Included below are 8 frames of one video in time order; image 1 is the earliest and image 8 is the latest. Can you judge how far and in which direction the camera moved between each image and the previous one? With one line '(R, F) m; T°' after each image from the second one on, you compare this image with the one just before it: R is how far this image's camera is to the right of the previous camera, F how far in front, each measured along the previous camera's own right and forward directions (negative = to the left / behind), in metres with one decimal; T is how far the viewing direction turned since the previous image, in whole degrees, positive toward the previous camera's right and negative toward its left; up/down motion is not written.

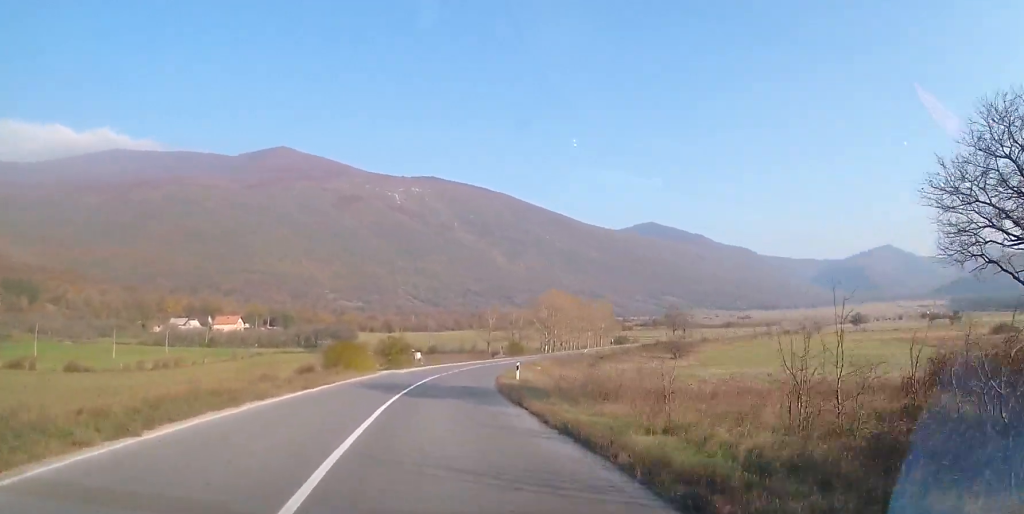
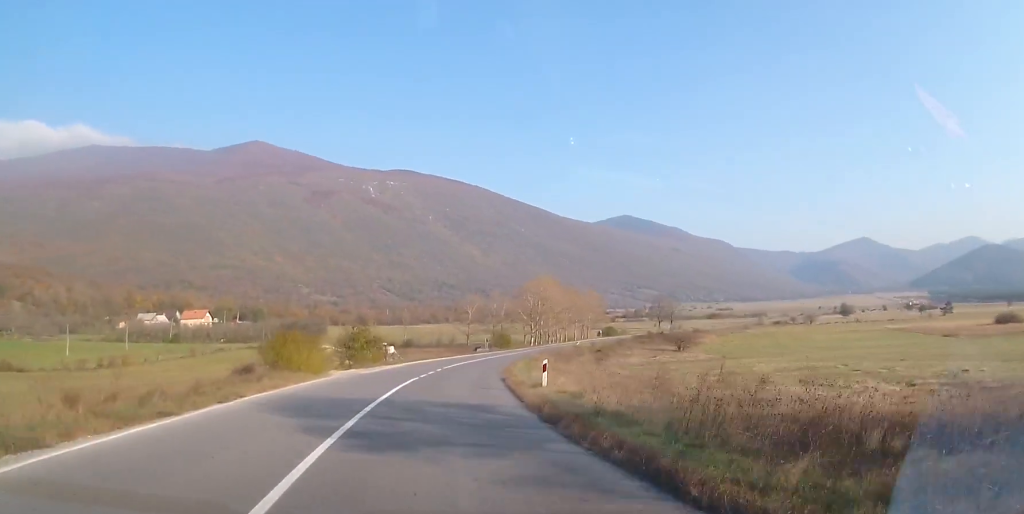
(+0.2, +11.3) m; +1°
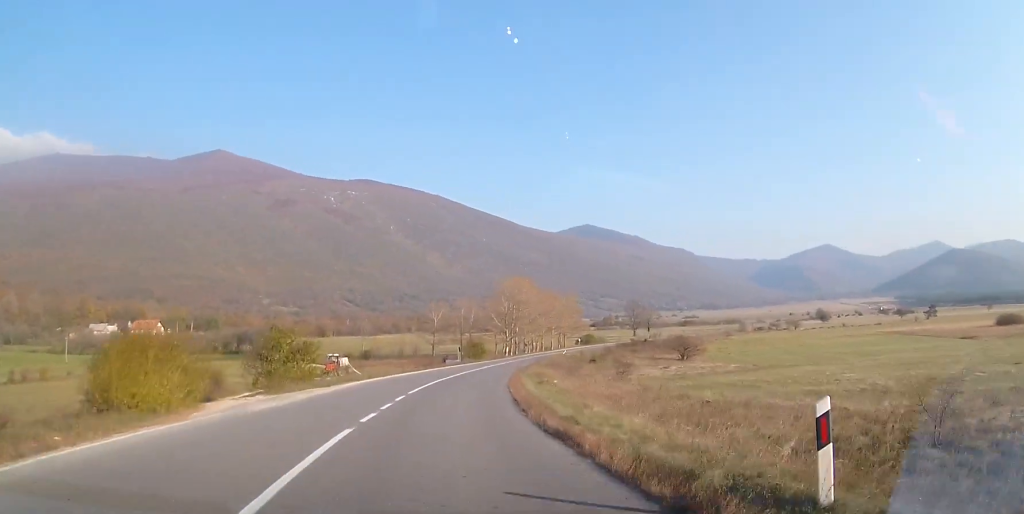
(+0.1, +14.0) m; +4°
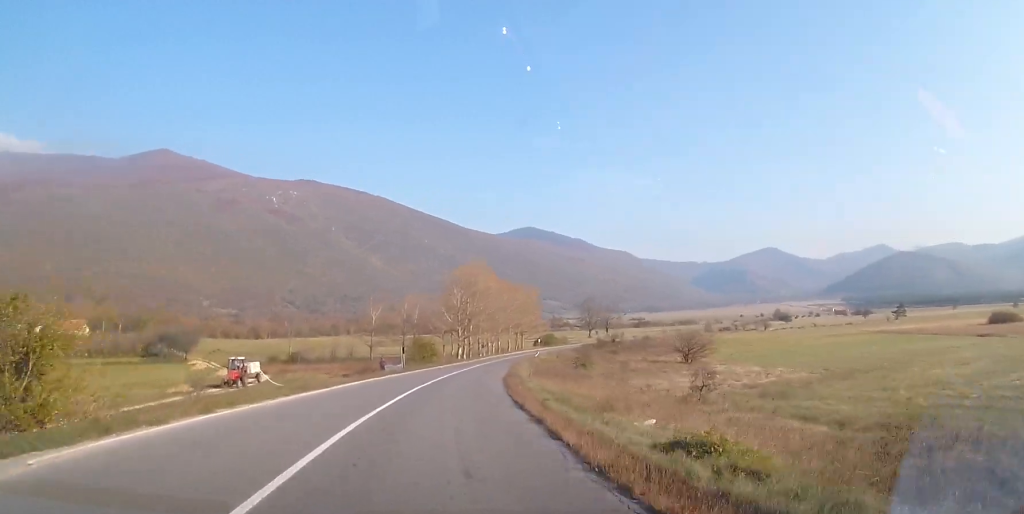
(+0.9, +17.2) m; +6°
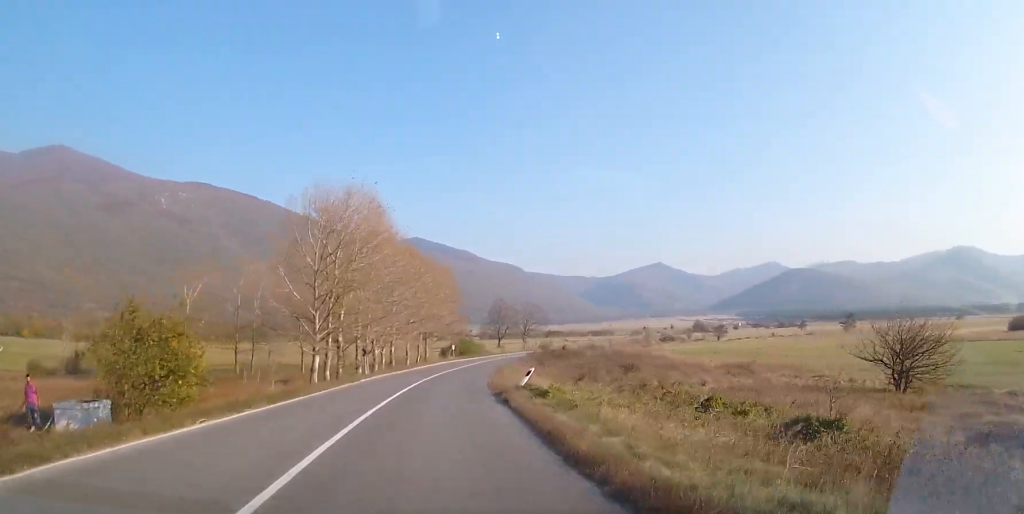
(+4.4, +40.1) m; +11°
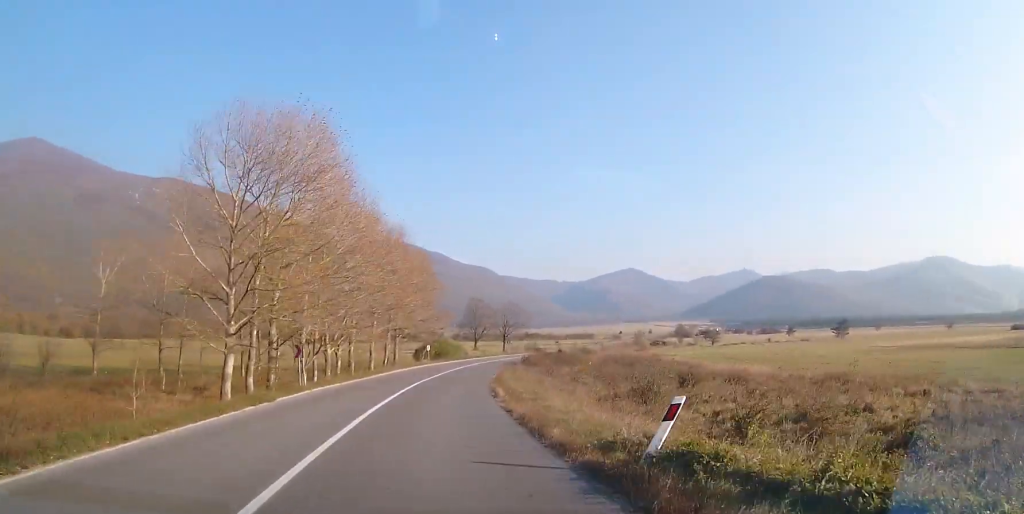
(+0.3, +12.7) m; +3°
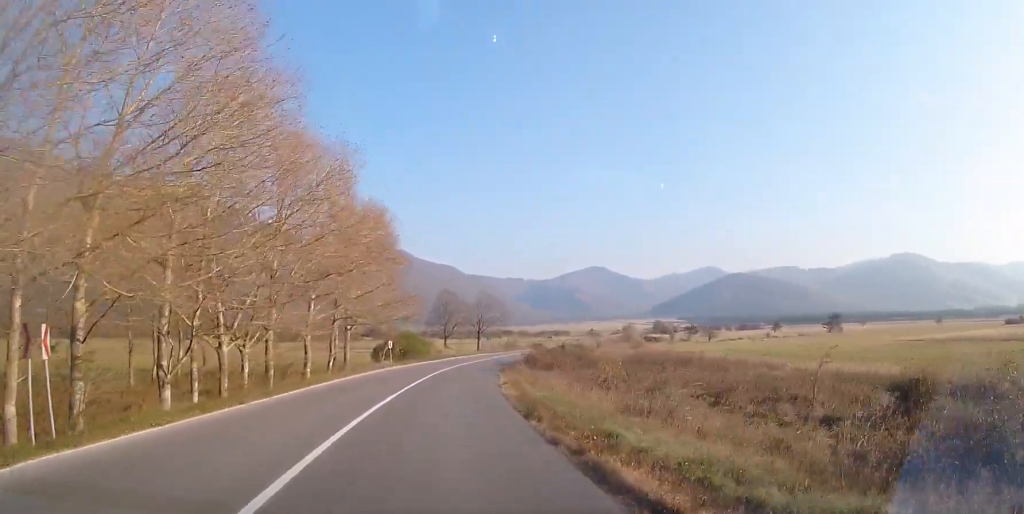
(+0.2, +16.4) m; +3°
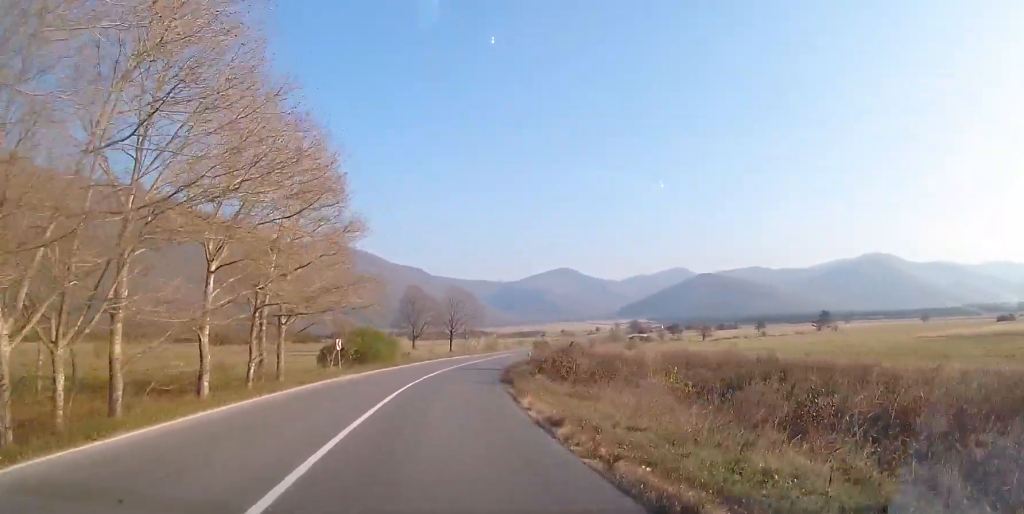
(+0.4, +13.5) m; +4°
